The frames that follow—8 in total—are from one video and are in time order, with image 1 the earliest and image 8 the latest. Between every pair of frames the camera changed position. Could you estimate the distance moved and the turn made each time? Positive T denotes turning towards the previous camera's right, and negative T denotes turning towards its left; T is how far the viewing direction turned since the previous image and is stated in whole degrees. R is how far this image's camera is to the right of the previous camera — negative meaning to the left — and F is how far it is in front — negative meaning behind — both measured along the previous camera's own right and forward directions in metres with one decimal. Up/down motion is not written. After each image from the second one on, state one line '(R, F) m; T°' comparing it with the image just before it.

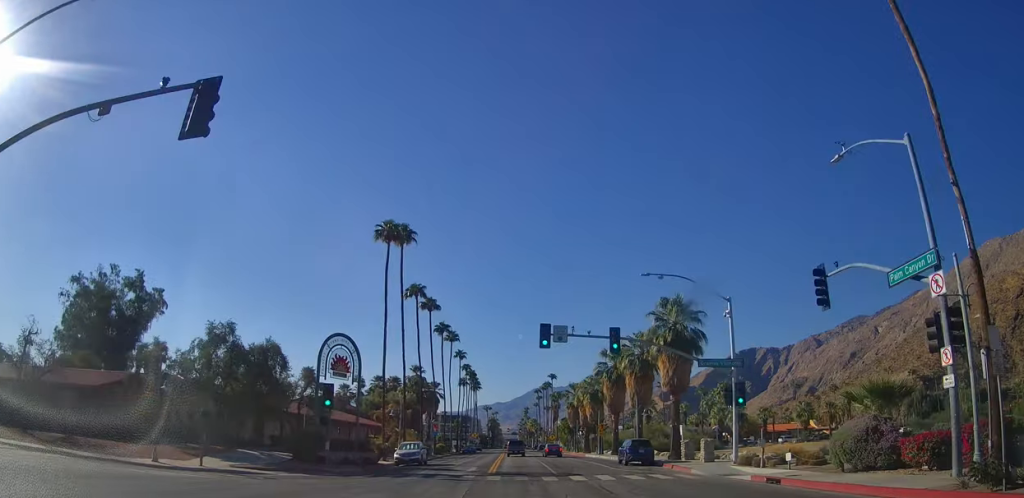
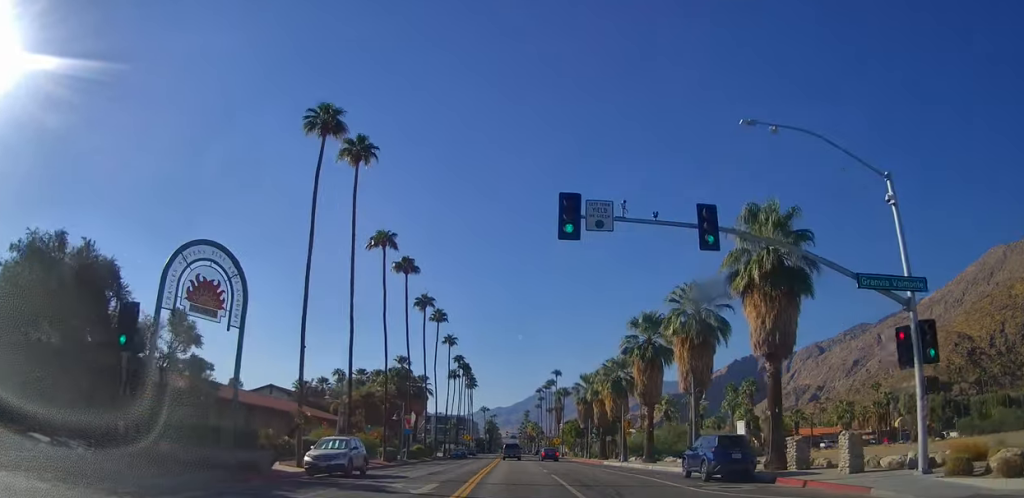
(+0.4, +16.7) m; 0°
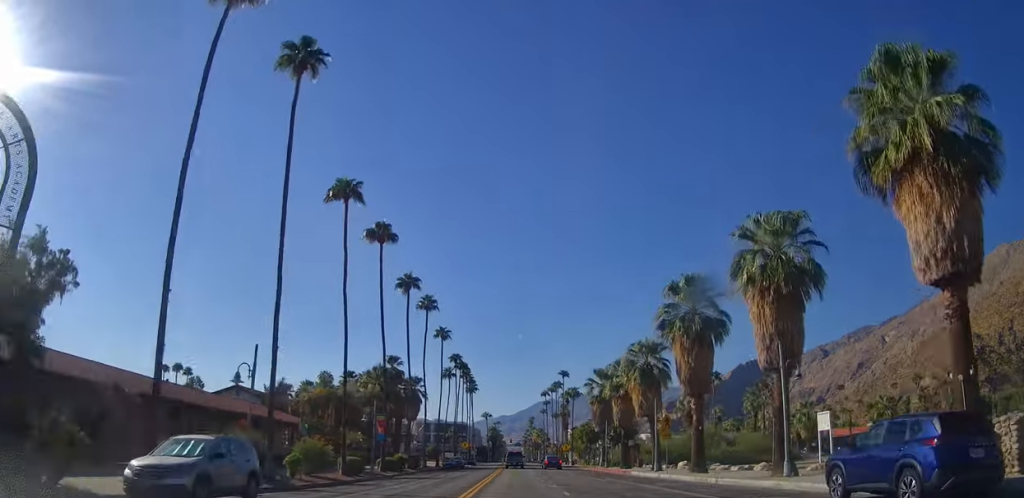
(-0.3, +11.6) m; -1°
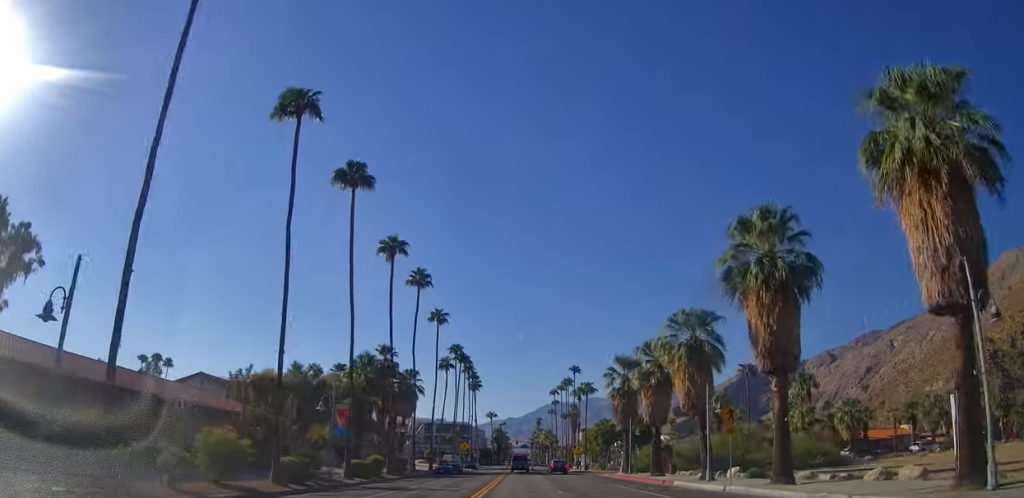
(0.0, +10.5) m; 0°
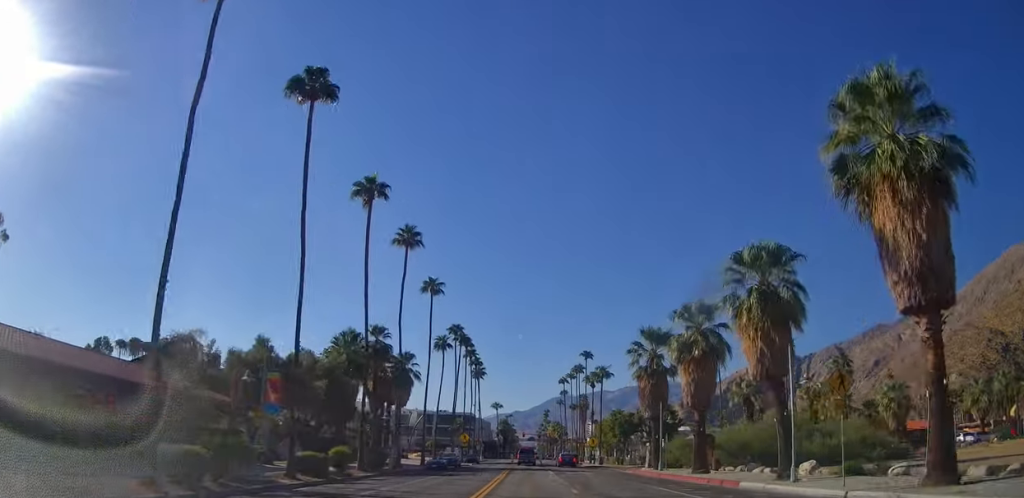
(0.0, +9.5) m; 0°
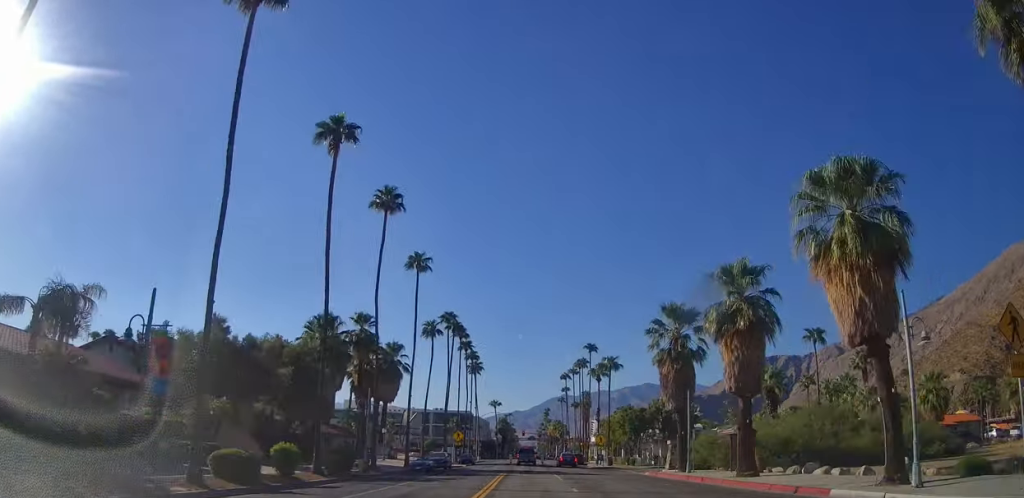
(0.0, +7.5) m; 0°
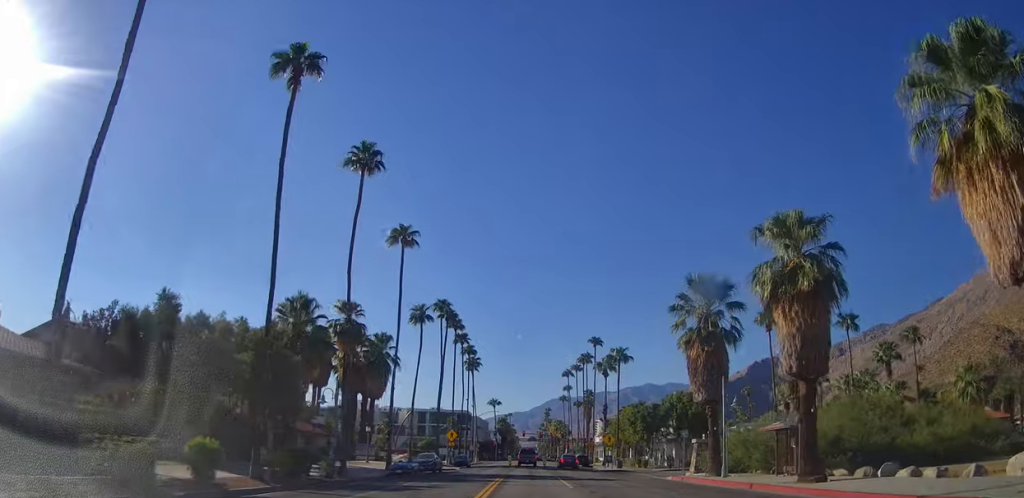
(0.0, +6.6) m; 0°
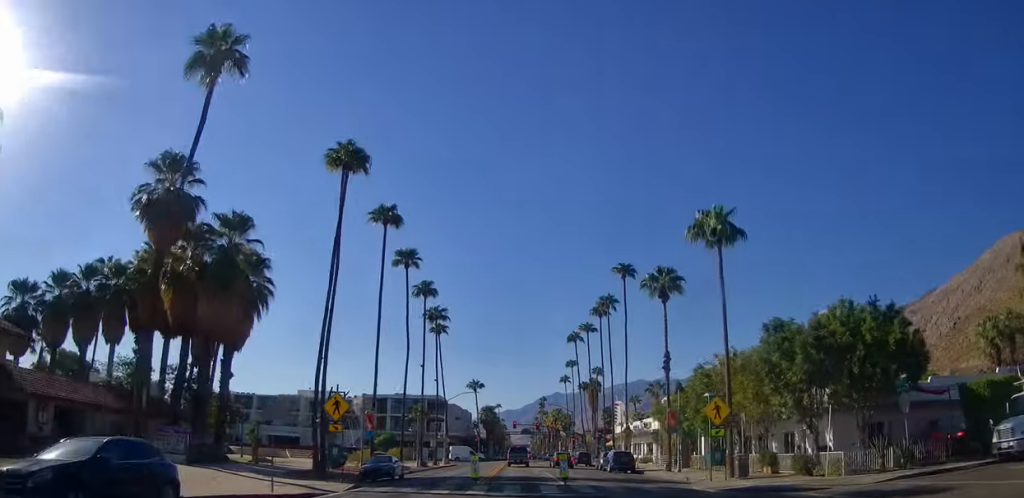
(0.0, +36.7) m; 0°
